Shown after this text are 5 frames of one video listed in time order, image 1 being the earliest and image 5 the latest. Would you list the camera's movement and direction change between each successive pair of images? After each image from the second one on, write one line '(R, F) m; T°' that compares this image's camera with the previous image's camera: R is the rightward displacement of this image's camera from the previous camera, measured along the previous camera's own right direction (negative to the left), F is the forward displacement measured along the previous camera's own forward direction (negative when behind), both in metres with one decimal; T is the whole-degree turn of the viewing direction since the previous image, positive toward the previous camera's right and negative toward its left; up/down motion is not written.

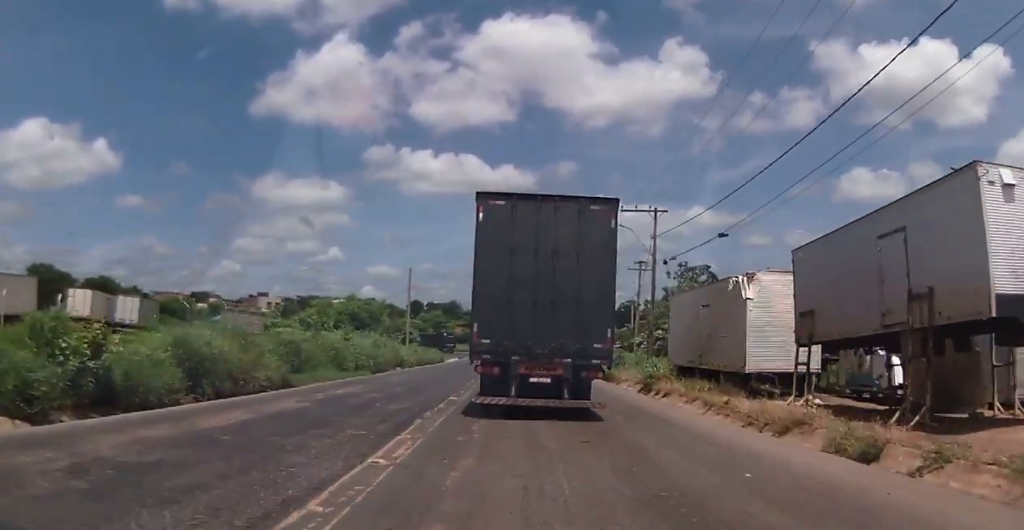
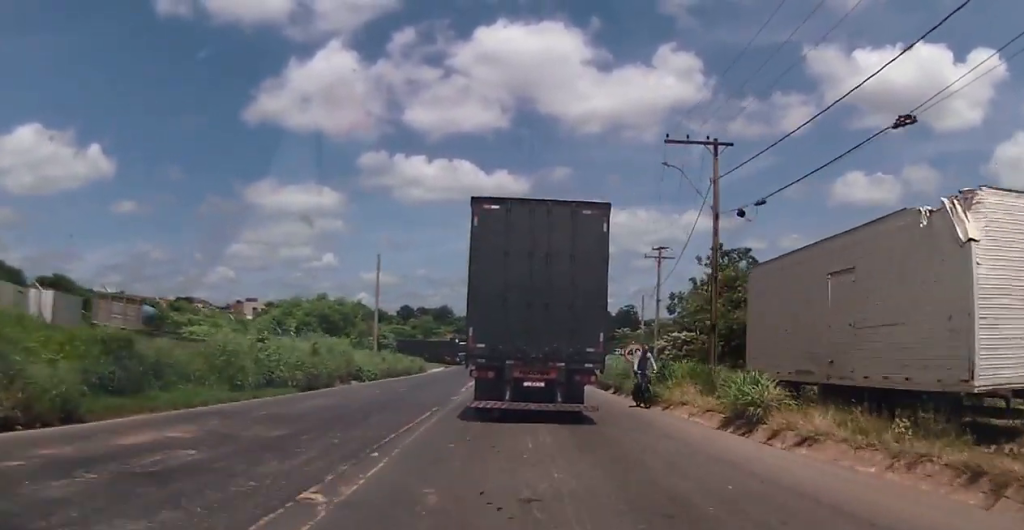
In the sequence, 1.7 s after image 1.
(+0.6, +11.9) m; +4°
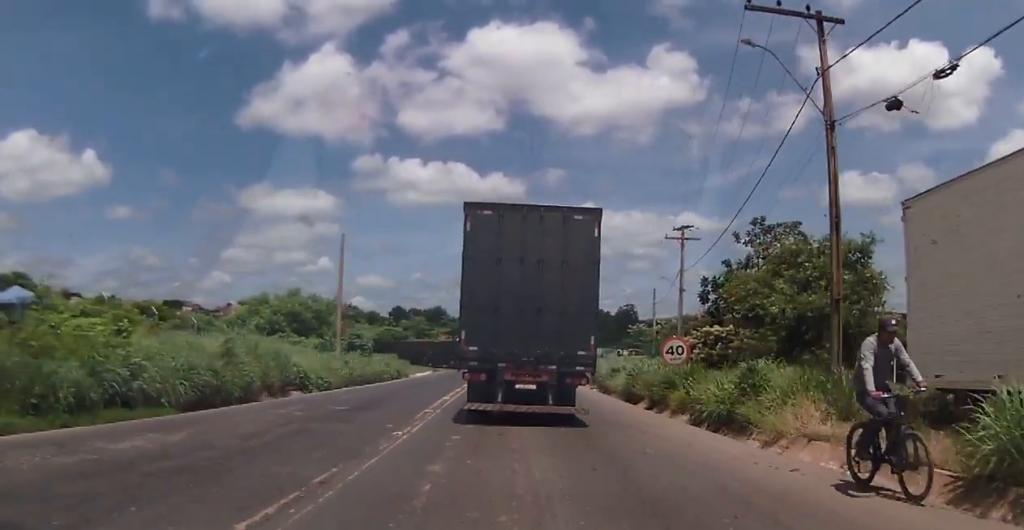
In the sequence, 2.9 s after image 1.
(0.0, +9.3) m; -1°
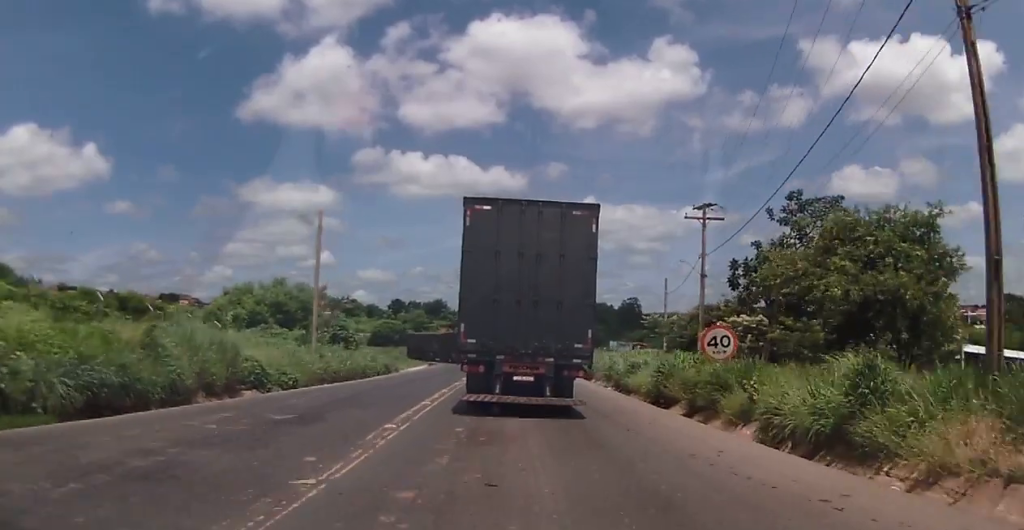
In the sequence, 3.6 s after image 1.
(0.0, +5.2) m; 0°
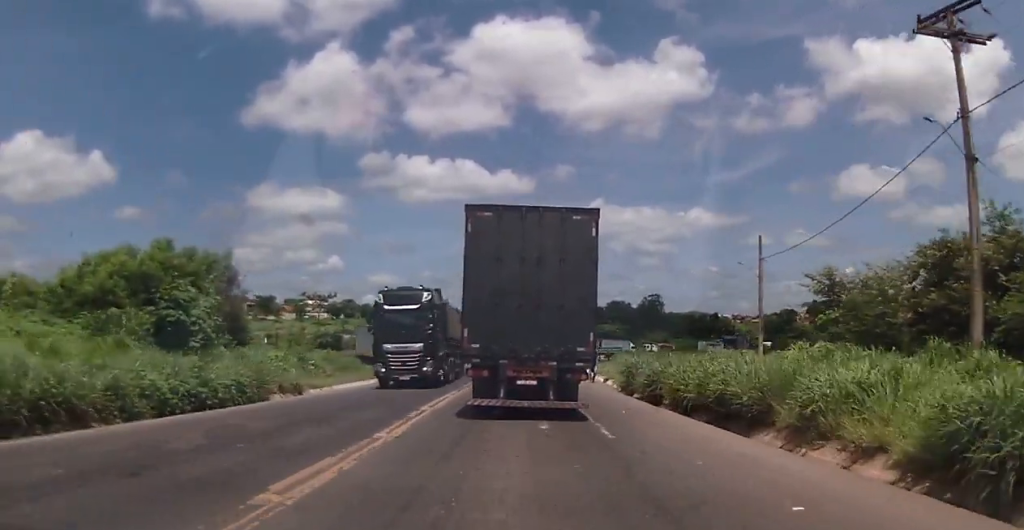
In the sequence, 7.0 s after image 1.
(-0.2, +26.0) m; -2°
